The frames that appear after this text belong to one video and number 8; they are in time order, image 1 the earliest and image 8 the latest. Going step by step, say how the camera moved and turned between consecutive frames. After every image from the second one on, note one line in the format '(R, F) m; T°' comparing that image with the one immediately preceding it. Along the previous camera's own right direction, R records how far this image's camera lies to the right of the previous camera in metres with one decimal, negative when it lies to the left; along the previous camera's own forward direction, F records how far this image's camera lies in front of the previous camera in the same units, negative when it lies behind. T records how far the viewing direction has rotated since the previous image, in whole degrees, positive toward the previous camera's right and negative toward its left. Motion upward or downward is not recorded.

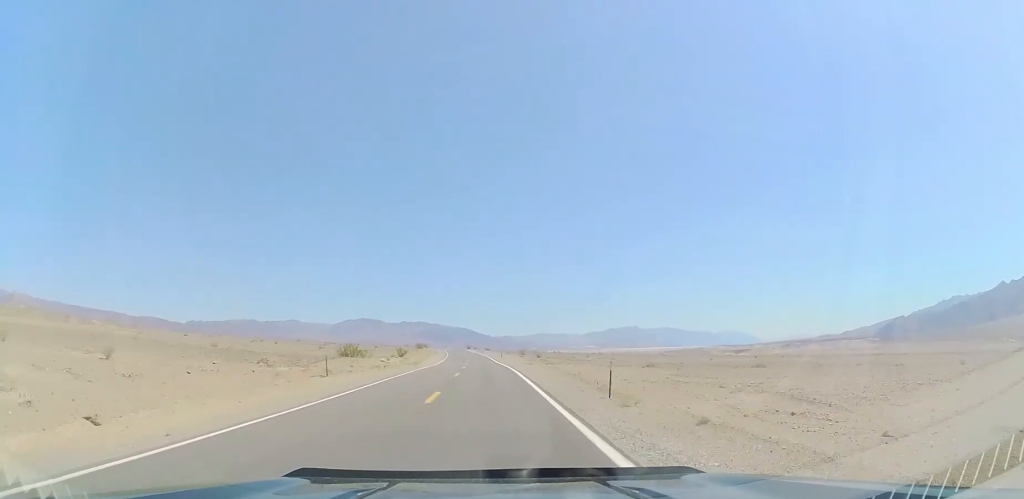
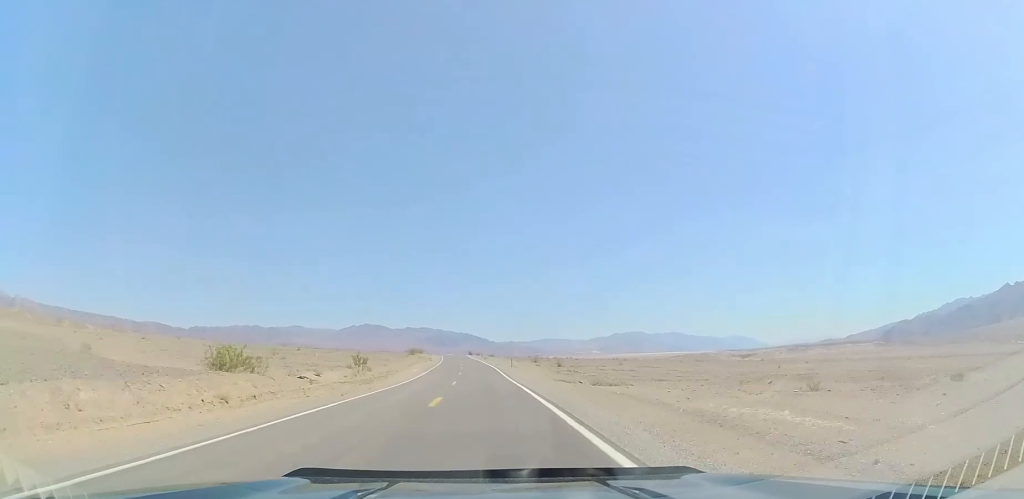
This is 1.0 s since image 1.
(-0.1, +27.9) m; 0°
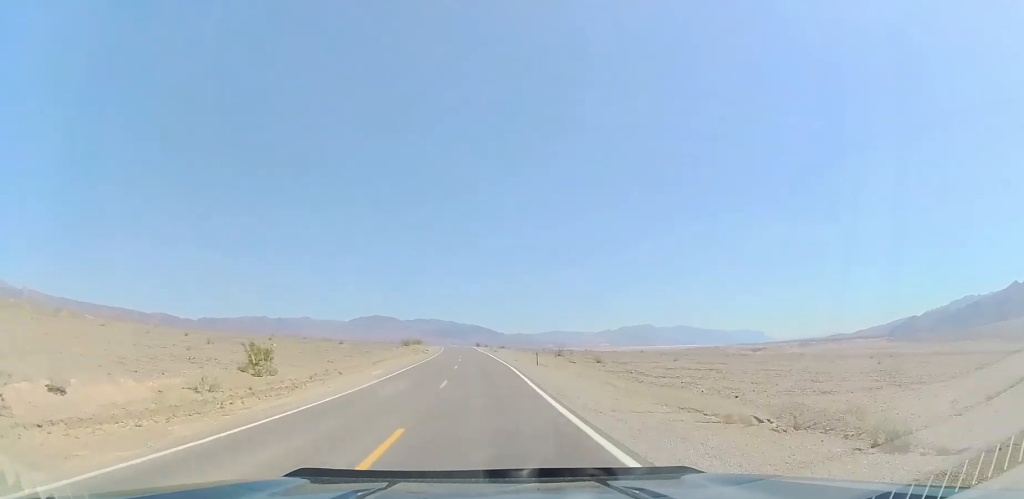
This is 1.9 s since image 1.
(0.0, +25.0) m; -1°
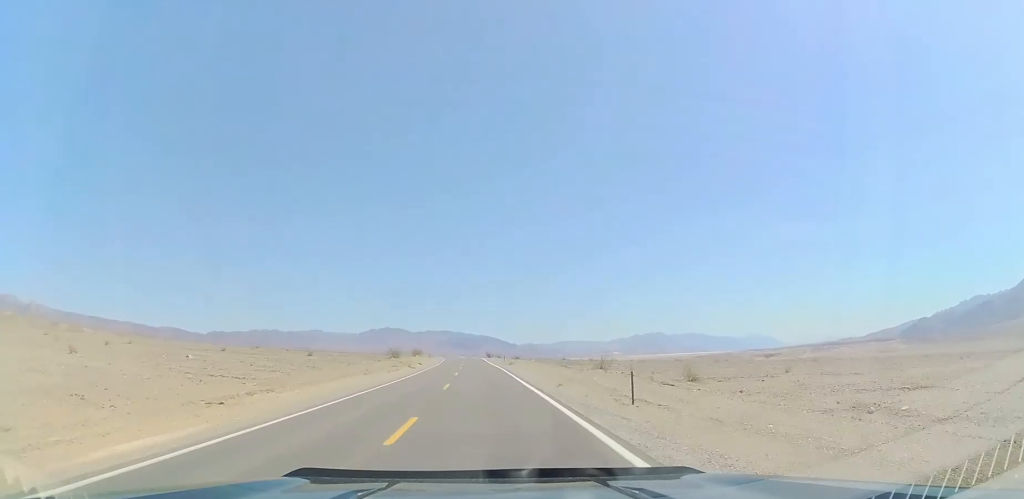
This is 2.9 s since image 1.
(-0.4, +26.9) m; -1°
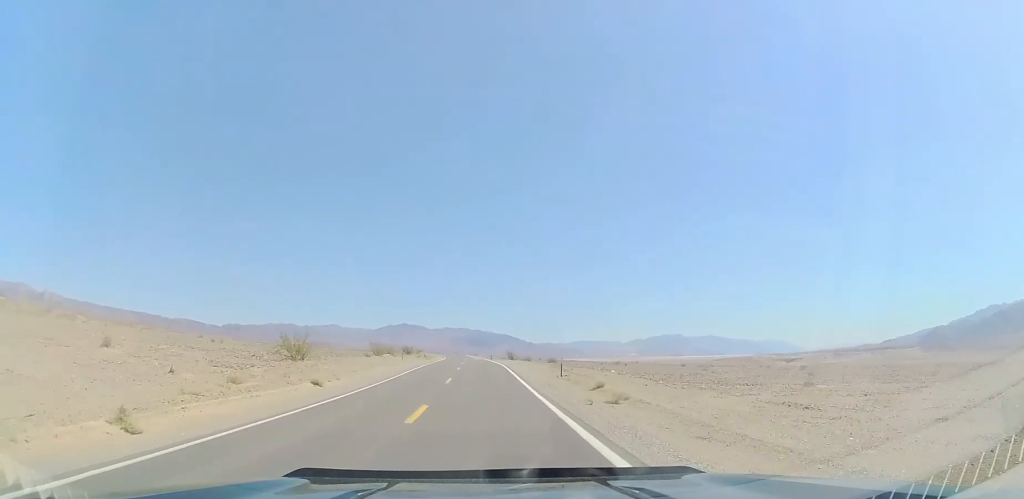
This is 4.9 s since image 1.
(-0.8, +55.7) m; -3°
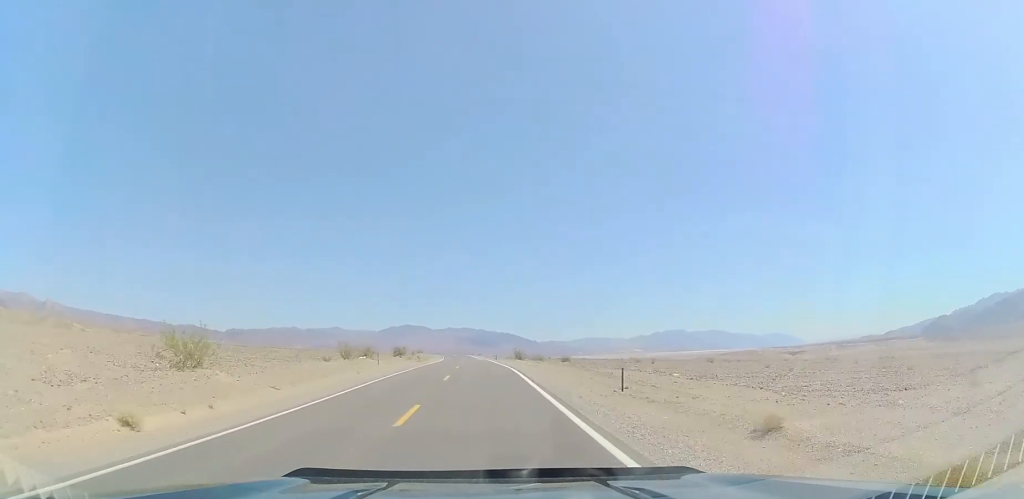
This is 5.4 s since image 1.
(-0.2, +15.7) m; -1°
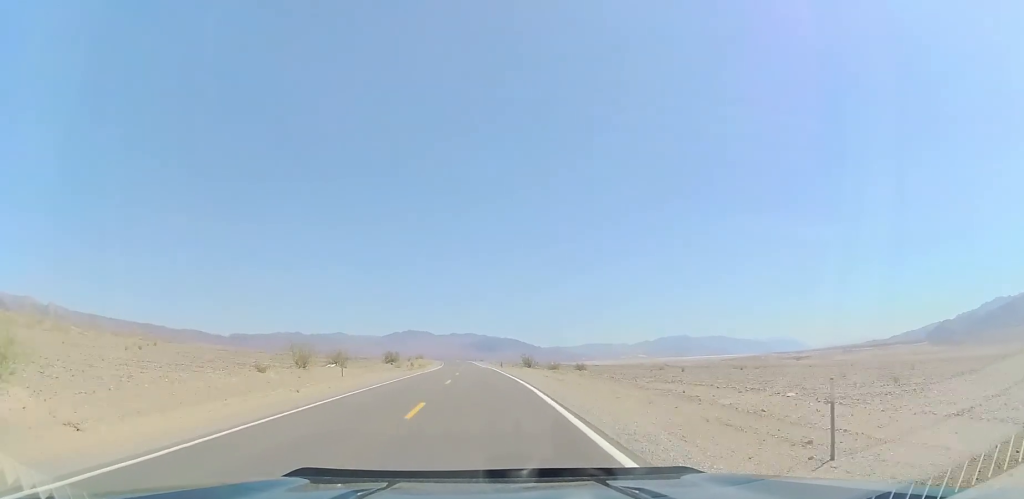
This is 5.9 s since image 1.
(-0.3, +12.9) m; 0°
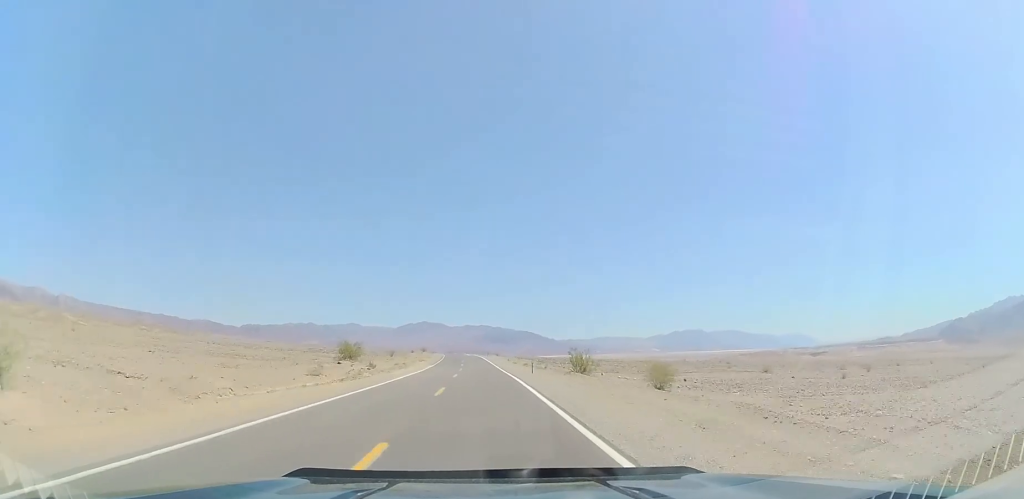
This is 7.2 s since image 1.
(+0.4, +36.8) m; 0°
